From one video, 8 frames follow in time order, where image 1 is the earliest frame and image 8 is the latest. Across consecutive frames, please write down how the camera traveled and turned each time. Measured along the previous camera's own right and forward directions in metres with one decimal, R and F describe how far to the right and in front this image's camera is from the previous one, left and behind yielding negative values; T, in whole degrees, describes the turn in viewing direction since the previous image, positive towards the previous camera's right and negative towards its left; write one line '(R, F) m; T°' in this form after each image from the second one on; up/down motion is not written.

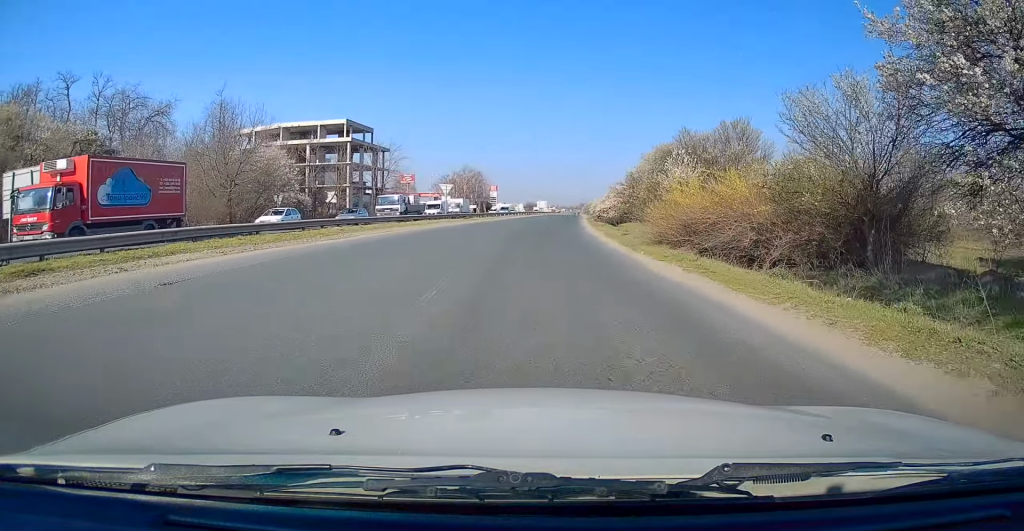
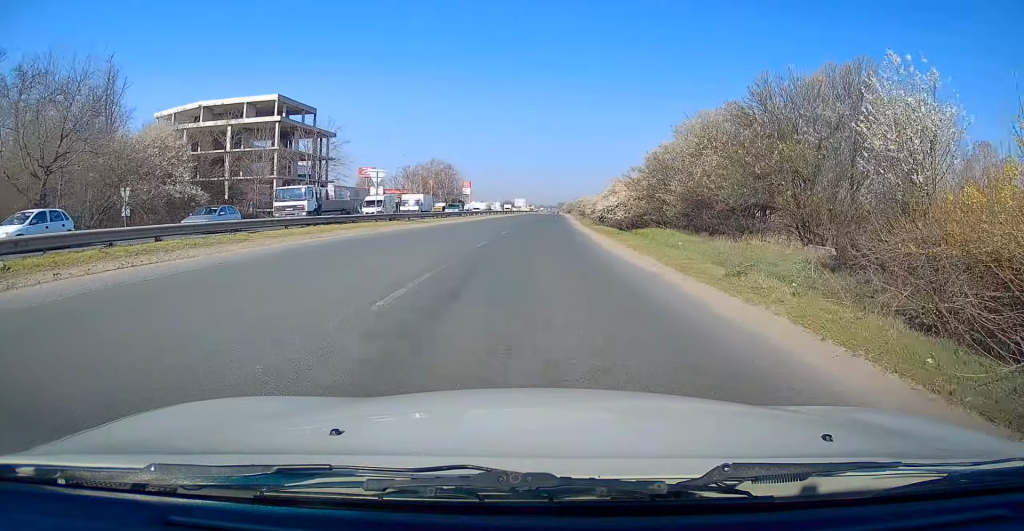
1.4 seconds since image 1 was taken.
(+0.7, +17.5) m; +3°
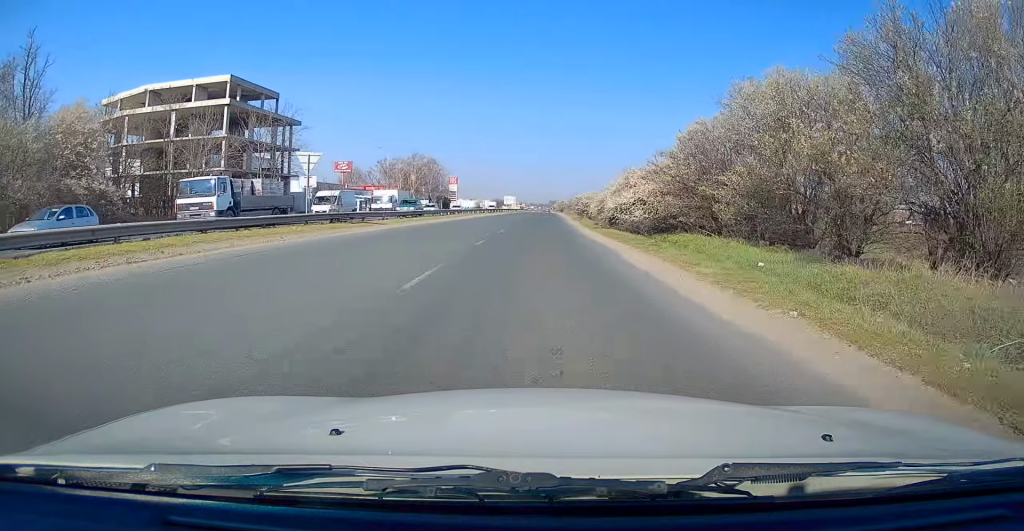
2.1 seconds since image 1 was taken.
(0.0, +10.0) m; 0°
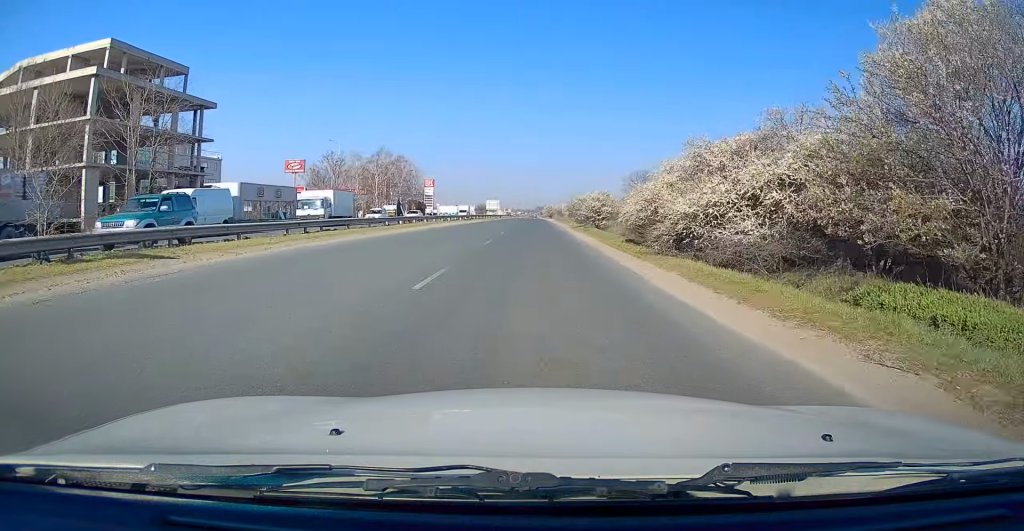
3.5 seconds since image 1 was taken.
(0.0, +17.6) m; 0°
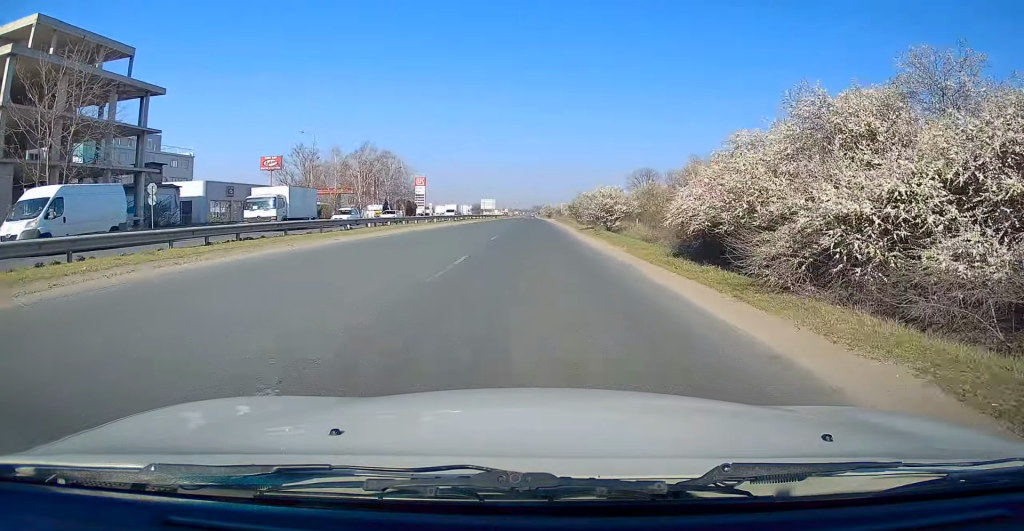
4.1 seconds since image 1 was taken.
(0.0, +7.8) m; 0°
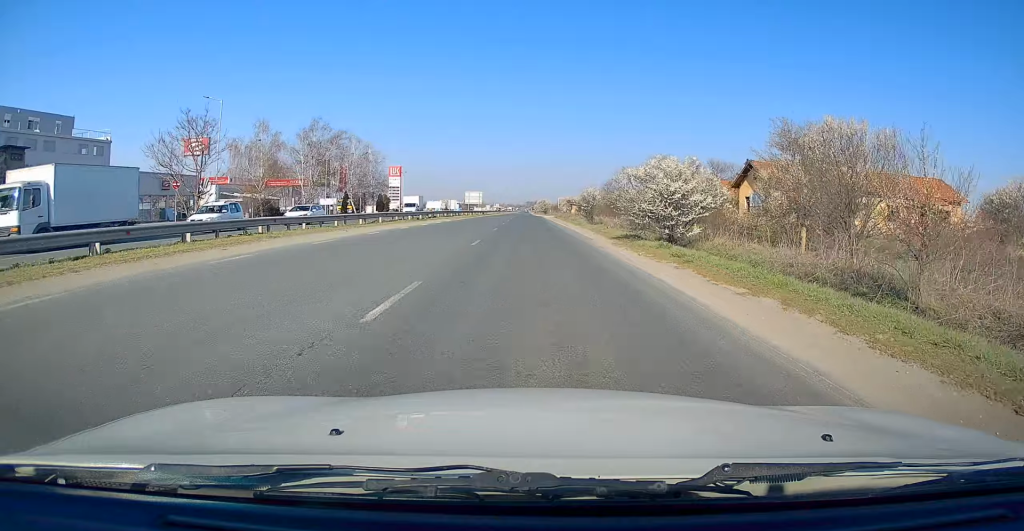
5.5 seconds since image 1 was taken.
(+0.2, +18.2) m; +2°
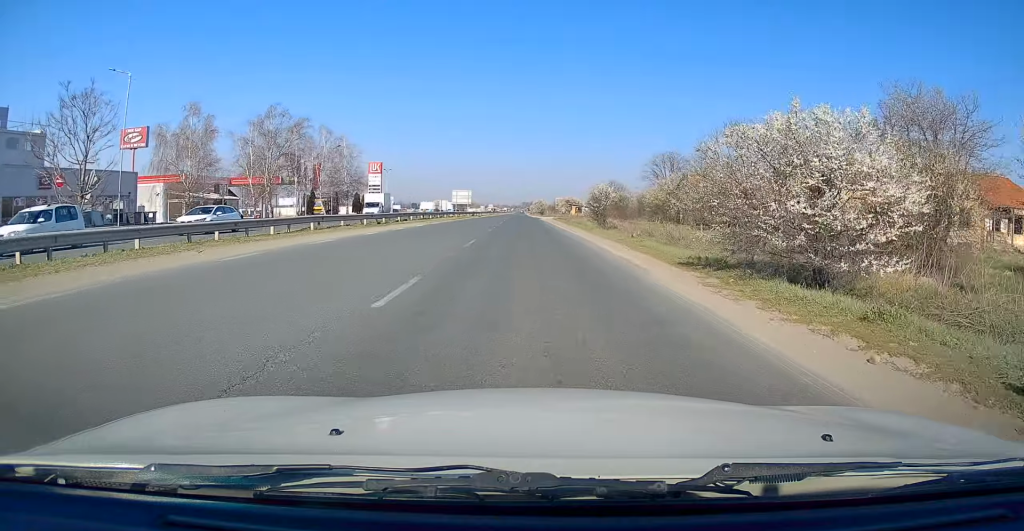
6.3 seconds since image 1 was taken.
(+0.3, +11.1) m; 0°
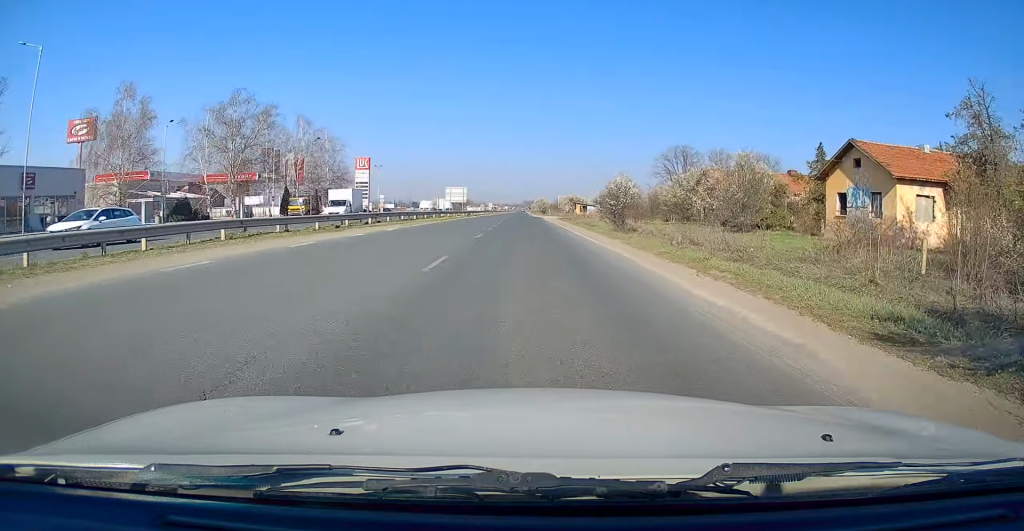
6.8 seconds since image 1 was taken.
(-0.3, +8.1) m; 0°
